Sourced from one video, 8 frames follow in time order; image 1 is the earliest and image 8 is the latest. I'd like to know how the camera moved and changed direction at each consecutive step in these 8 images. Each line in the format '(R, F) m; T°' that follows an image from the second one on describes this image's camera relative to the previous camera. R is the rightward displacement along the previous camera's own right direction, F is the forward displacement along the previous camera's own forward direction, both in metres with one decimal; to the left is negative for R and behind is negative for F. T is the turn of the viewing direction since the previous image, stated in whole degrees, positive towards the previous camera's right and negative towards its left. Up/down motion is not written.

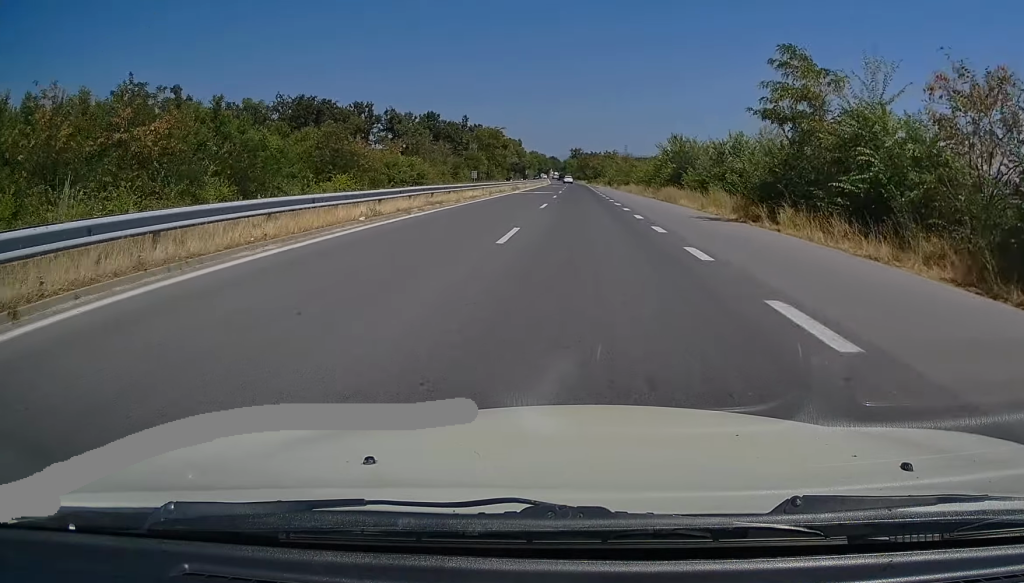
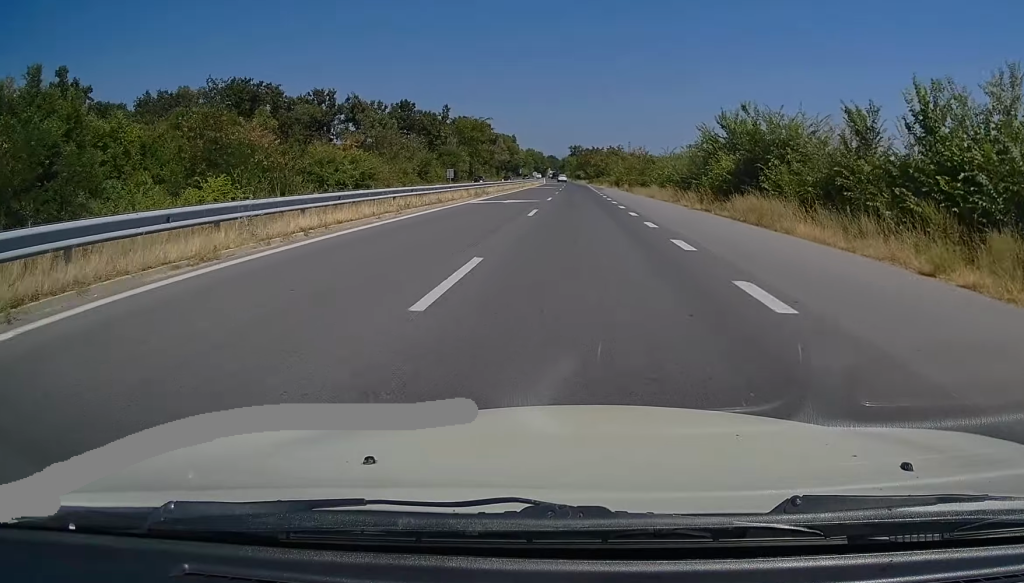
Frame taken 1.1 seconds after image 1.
(-0.1, +21.8) m; 0°
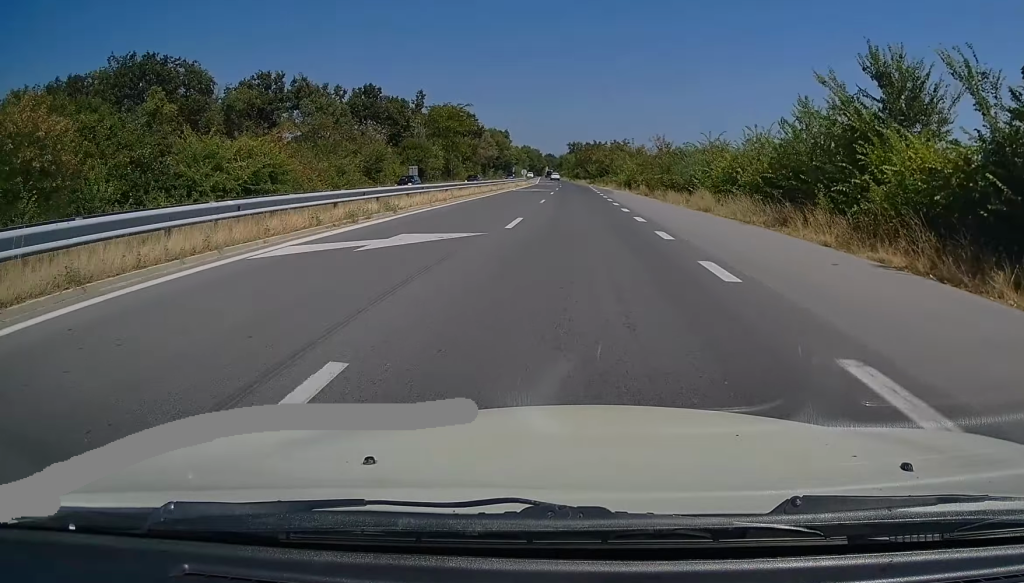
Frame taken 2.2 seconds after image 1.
(0.0, +21.3) m; 0°
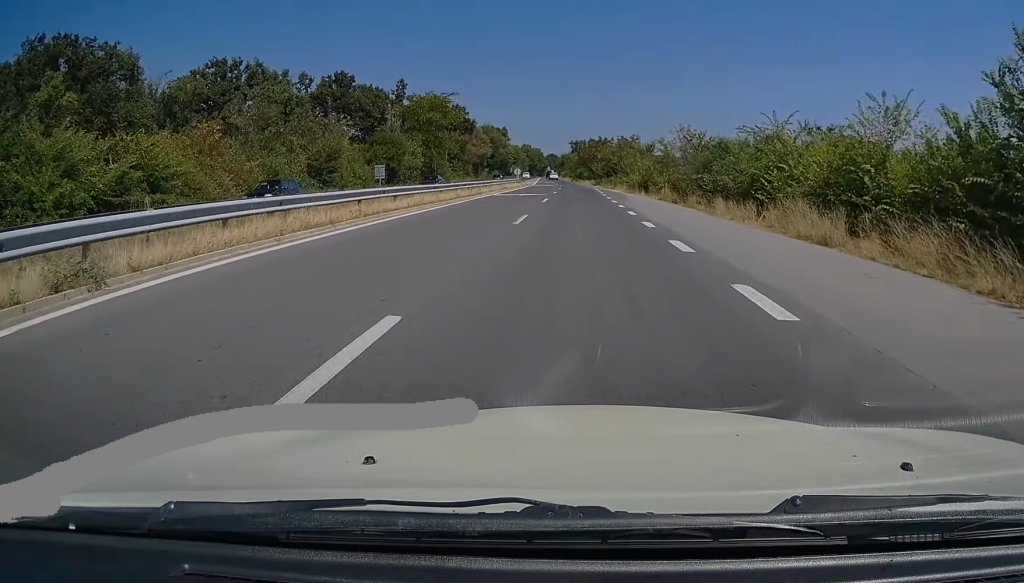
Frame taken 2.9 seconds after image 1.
(0.0, +14.1) m; 0°
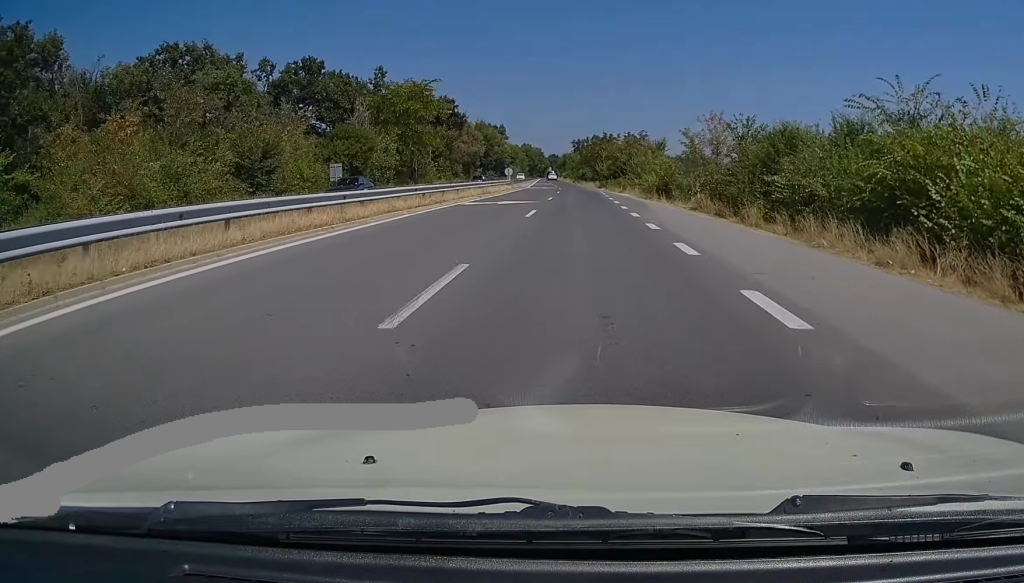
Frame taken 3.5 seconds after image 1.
(0.0, +12.1) m; 0°
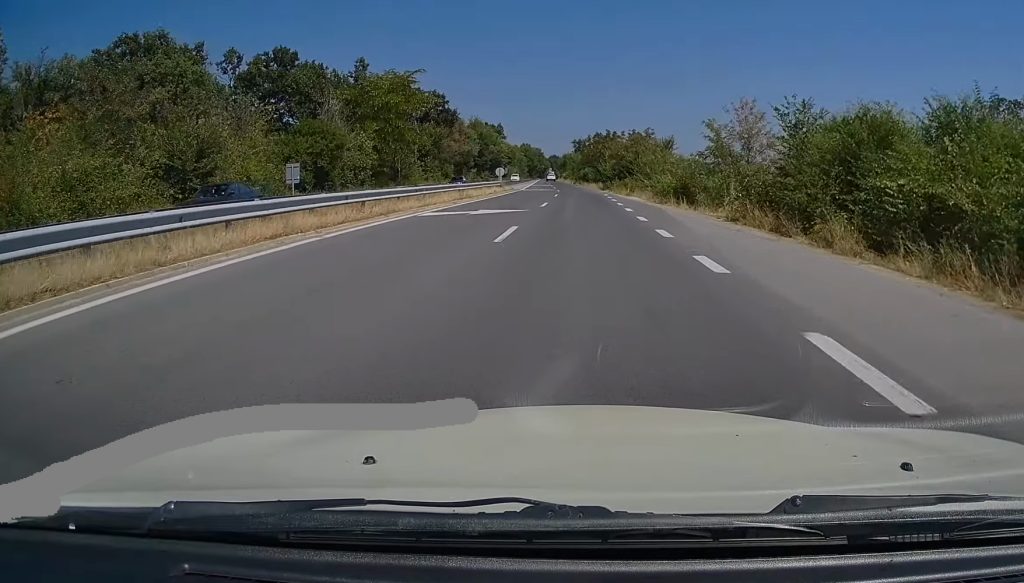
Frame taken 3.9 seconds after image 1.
(0.0, +8.1) m; 0°
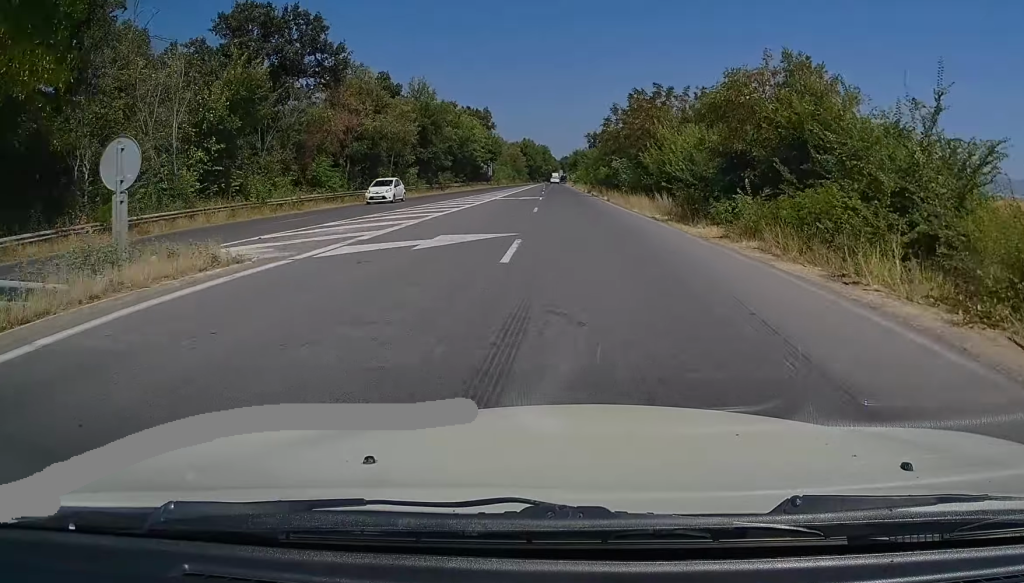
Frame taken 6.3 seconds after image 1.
(-0.5, +49.3) m; -1°
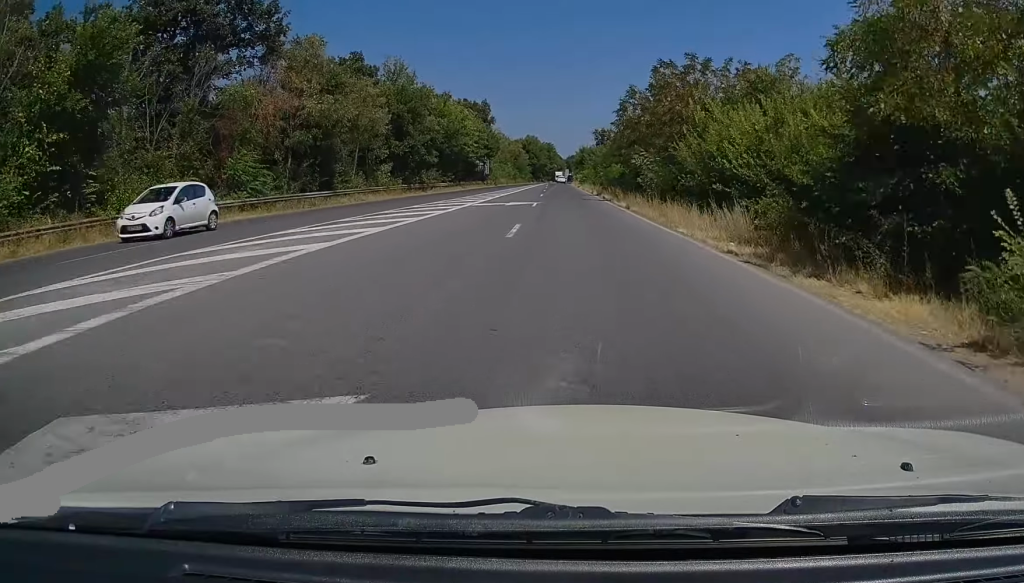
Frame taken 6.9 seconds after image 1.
(0.0, +11.6) m; -1°
